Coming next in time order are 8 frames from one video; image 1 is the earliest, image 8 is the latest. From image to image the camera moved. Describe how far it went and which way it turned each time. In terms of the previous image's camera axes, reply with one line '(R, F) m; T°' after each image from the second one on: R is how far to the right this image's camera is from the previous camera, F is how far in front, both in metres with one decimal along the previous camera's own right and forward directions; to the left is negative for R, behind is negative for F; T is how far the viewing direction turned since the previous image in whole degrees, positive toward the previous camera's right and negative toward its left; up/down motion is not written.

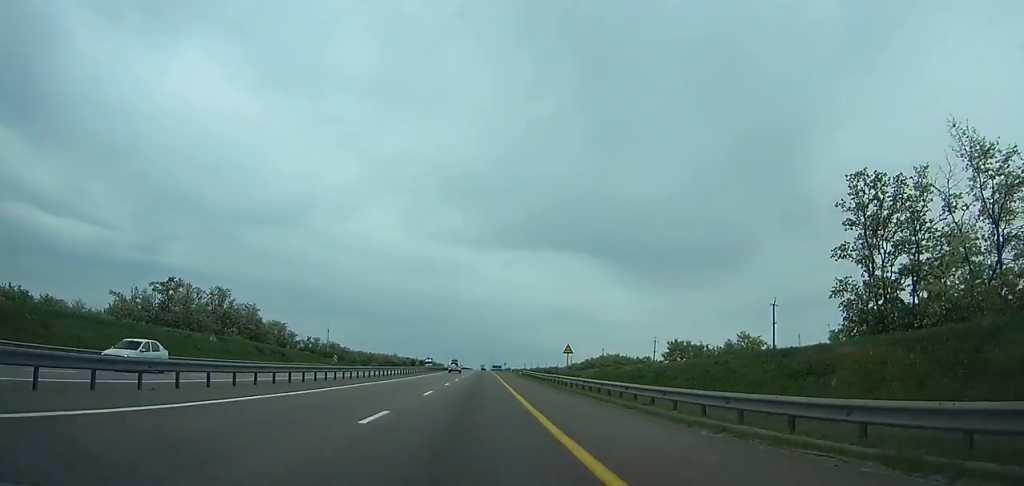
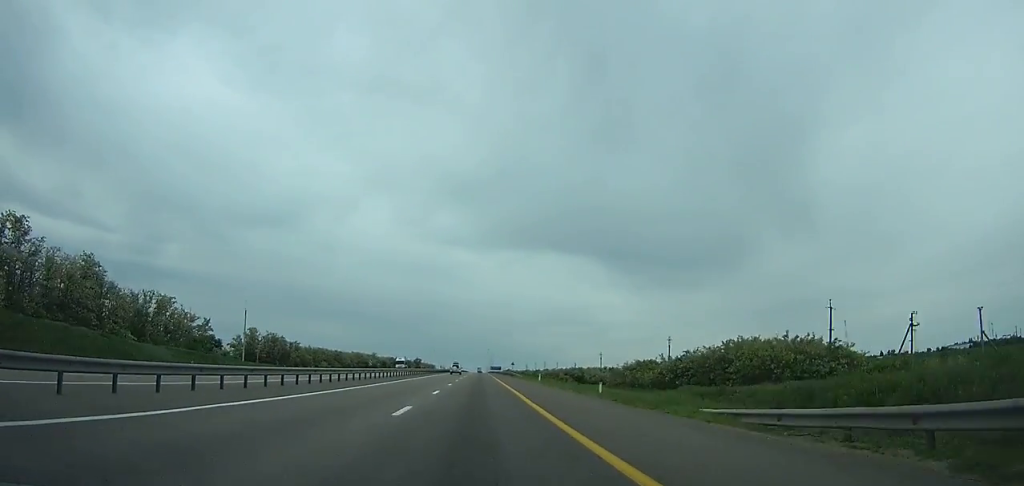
(+0.4, +70.9) m; 0°
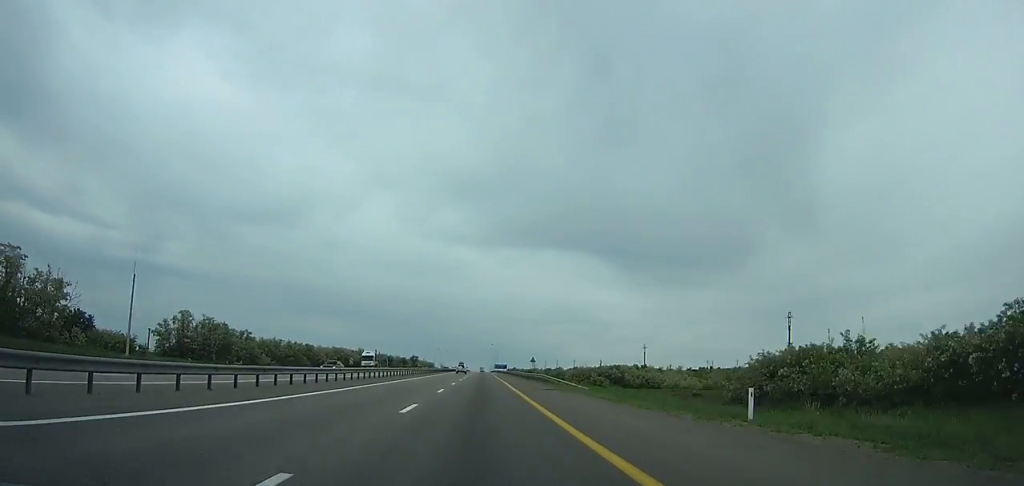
(0.0, +46.7) m; 0°
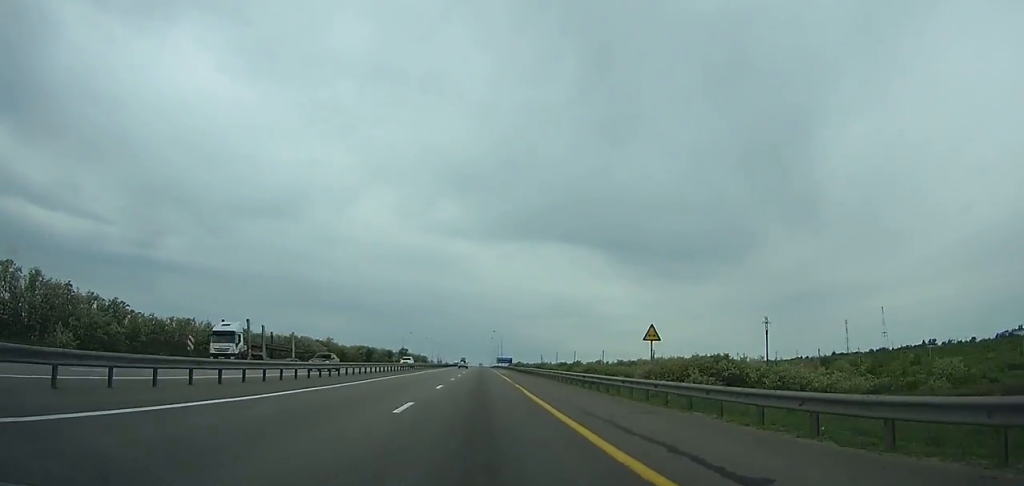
(-0.1, +61.8) m; 0°
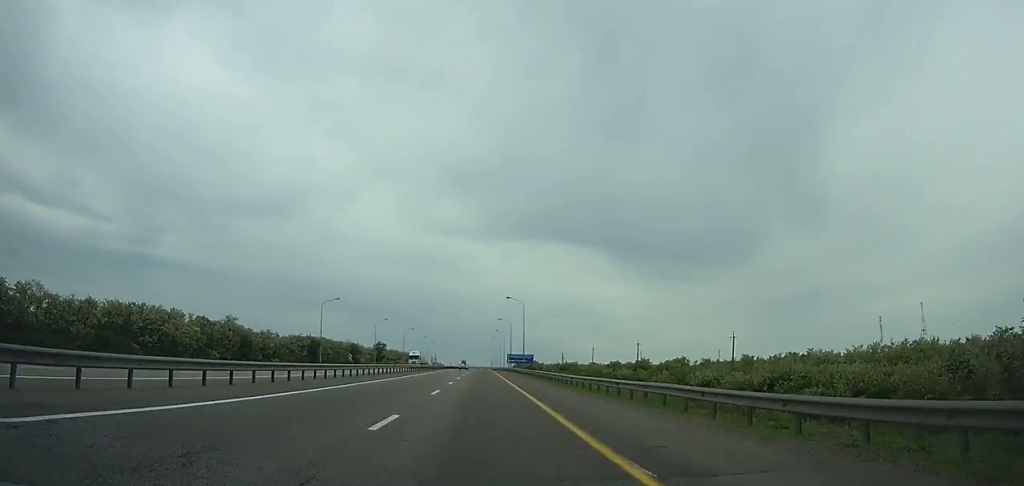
(0.0, +100.6) m; 0°
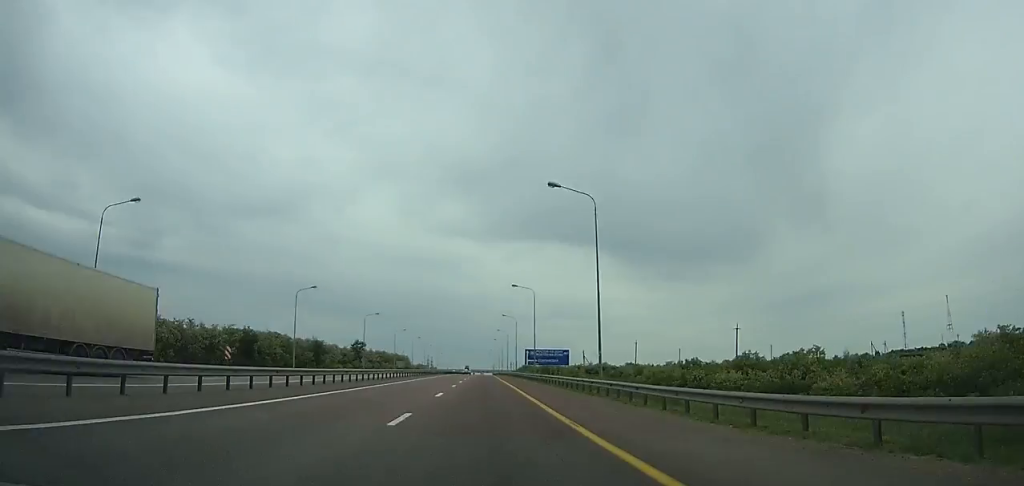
(-0.2, +56.2) m; 0°
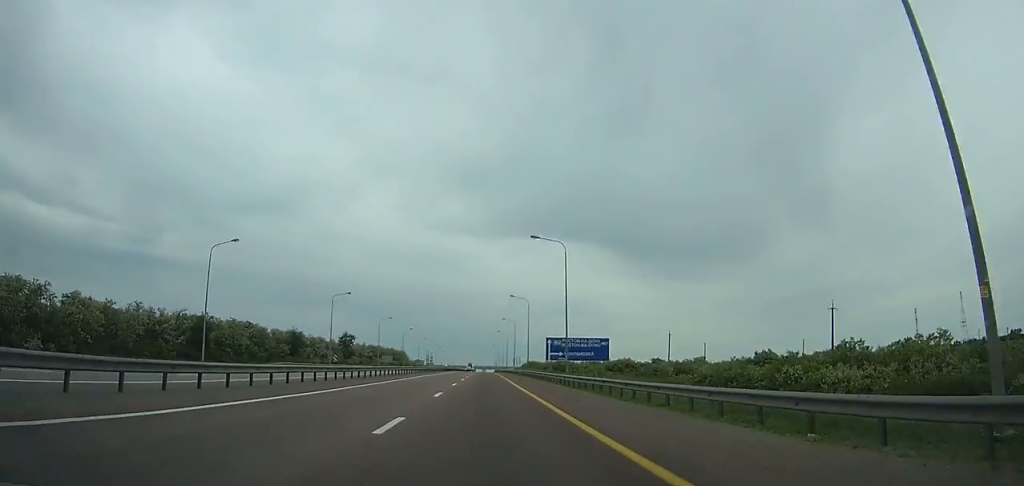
(+0.1, +27.0) m; 0°
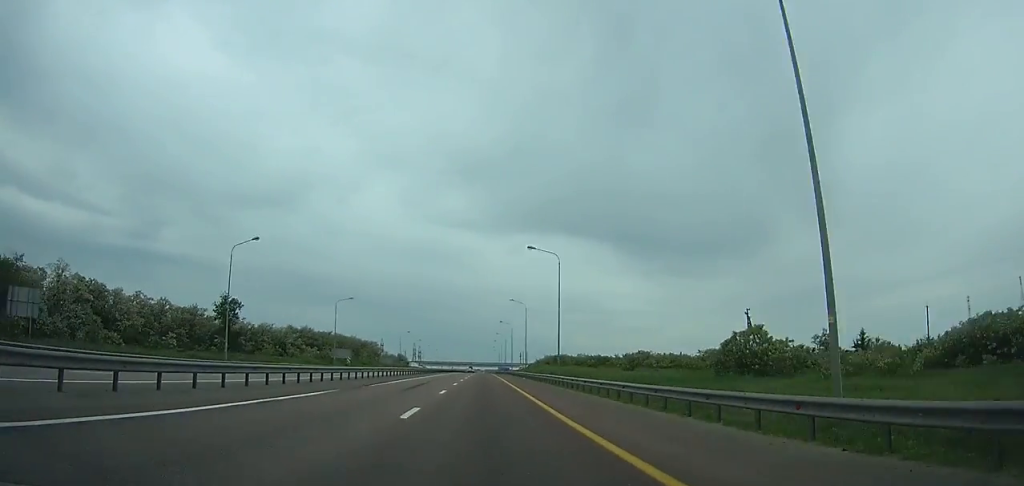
(+0.4, +118.0) m; 0°
